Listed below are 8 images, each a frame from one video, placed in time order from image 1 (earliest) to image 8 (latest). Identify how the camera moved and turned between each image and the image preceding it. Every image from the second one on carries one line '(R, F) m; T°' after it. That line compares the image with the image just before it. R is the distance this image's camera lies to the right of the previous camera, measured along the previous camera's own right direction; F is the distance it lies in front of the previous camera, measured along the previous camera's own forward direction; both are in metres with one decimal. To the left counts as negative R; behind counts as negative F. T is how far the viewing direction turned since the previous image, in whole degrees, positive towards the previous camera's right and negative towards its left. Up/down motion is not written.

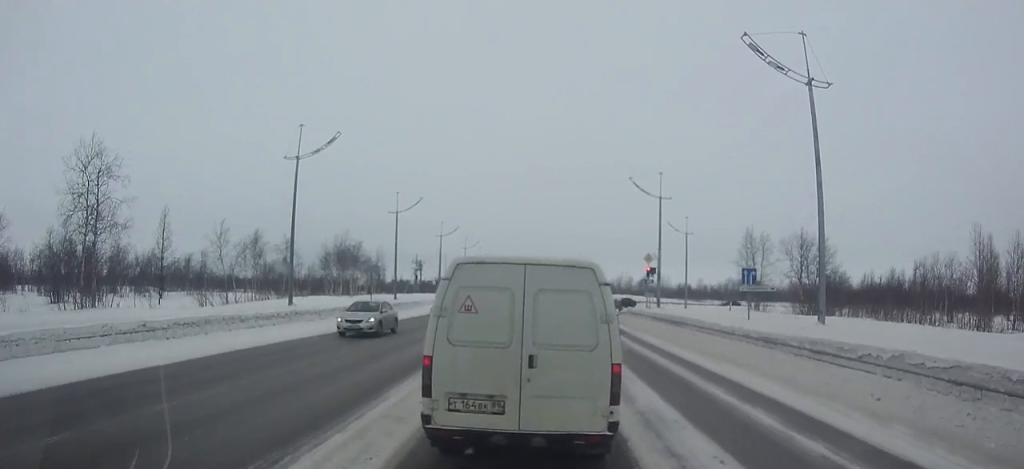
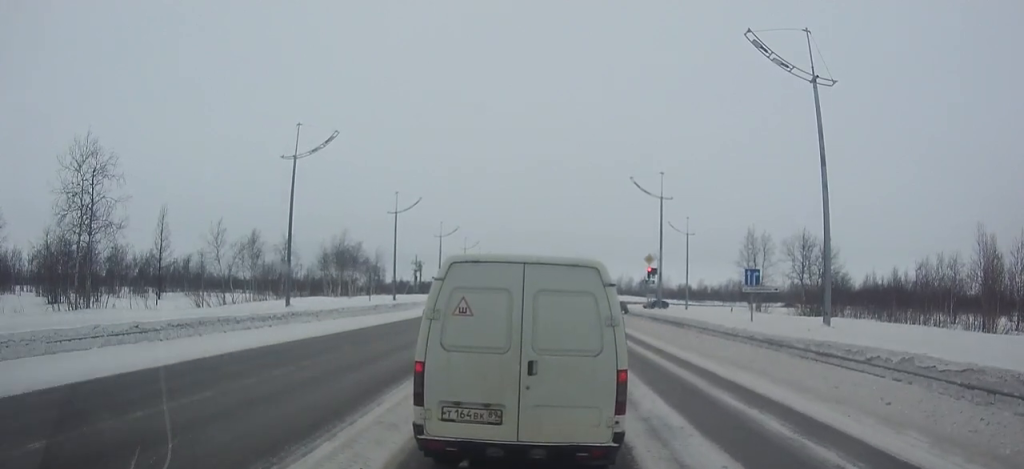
(+0.1, +0.2) m; 0°
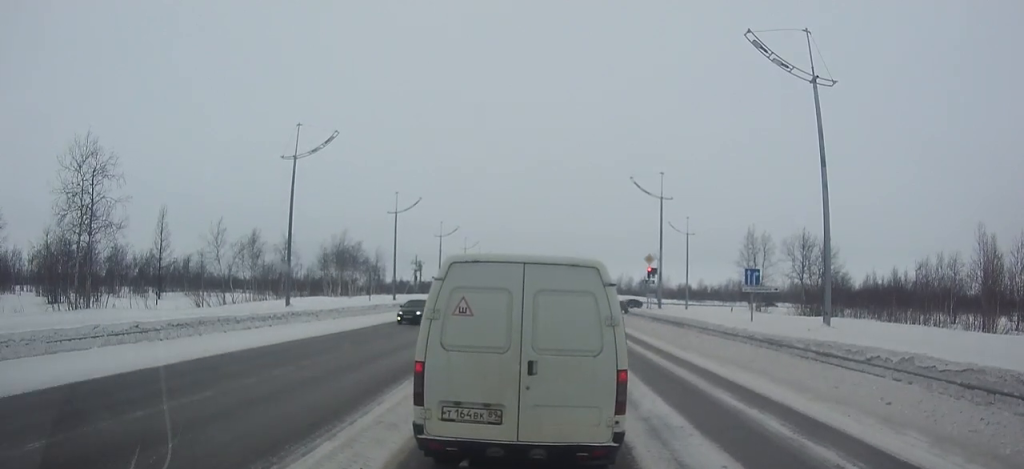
(0.0, 0.0) m; 0°
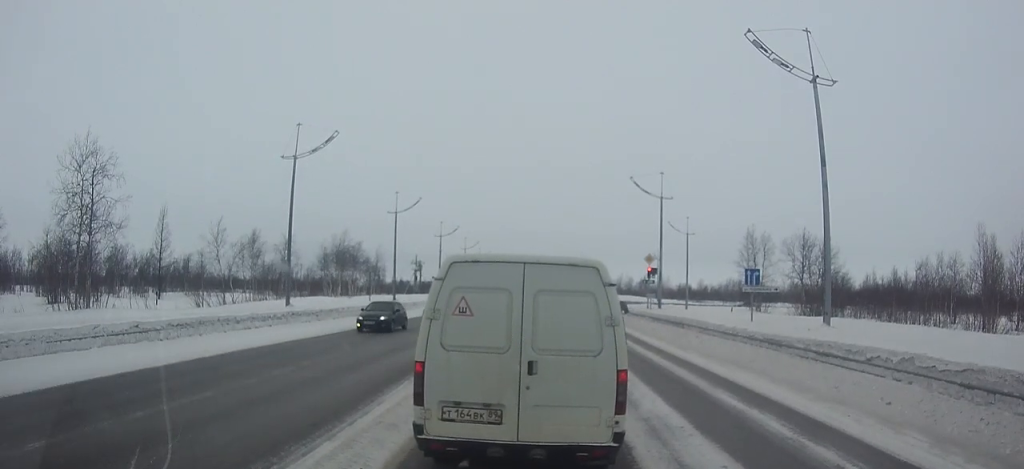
(0.0, 0.0) m; 0°
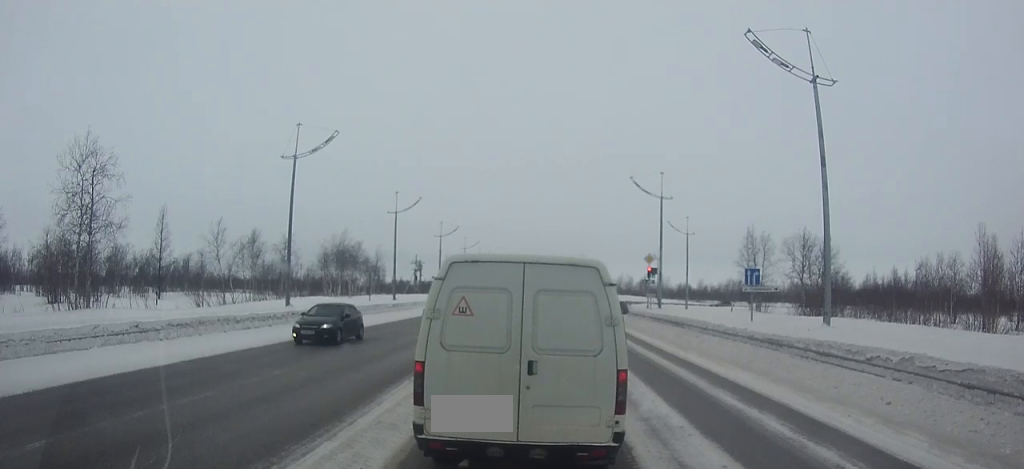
(0.0, 0.0) m; 0°
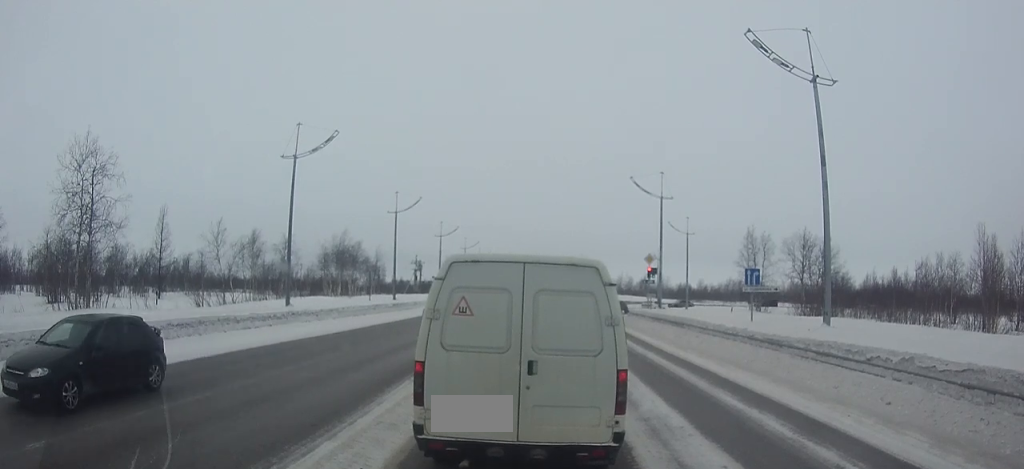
(0.0, 0.0) m; 0°
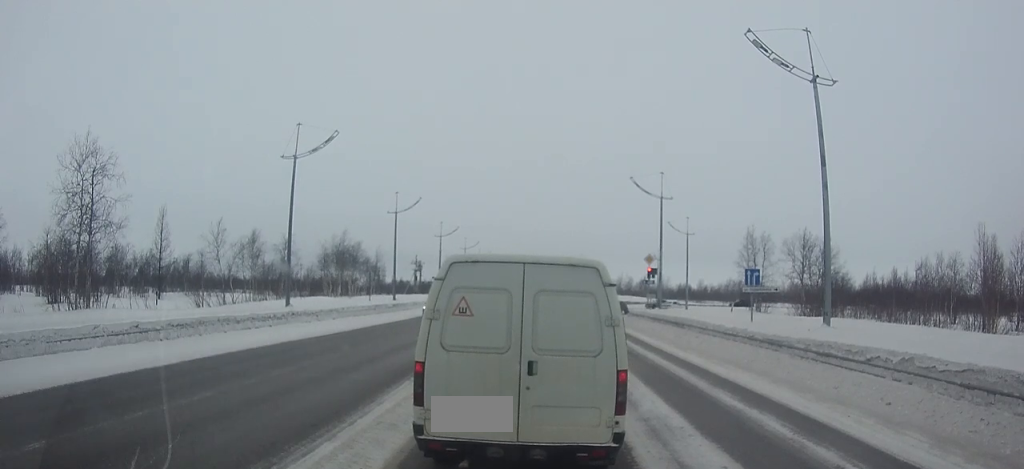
(0.0, 0.0) m; 0°
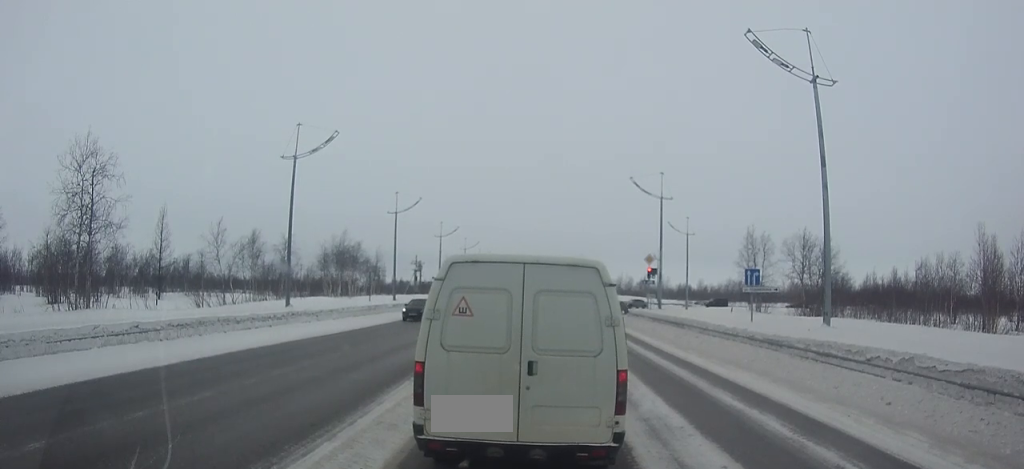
(0.0, 0.0) m; 0°
